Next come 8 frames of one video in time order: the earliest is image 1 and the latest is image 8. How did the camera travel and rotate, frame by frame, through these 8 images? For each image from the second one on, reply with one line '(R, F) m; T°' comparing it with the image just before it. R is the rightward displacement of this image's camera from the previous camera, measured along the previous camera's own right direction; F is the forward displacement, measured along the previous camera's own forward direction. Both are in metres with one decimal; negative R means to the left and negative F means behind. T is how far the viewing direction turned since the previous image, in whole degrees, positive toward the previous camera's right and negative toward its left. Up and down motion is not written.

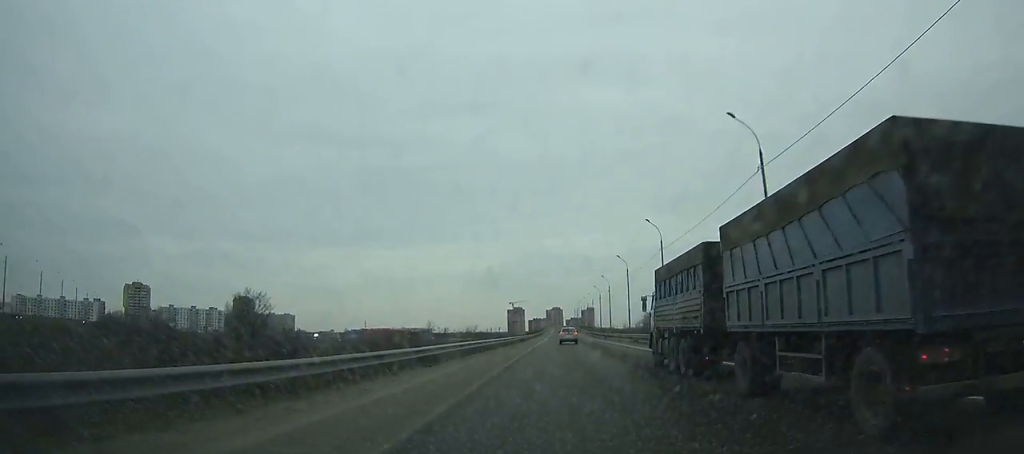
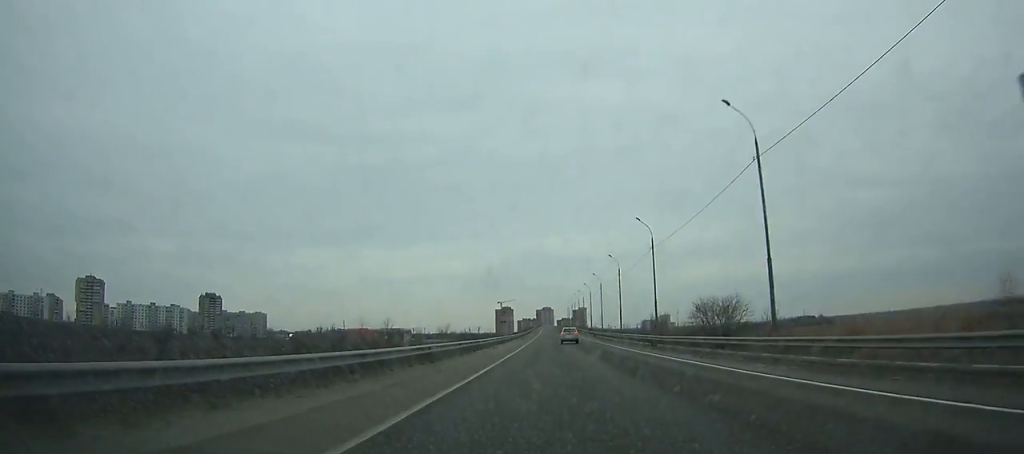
(+0.7, +56.0) m; +1°
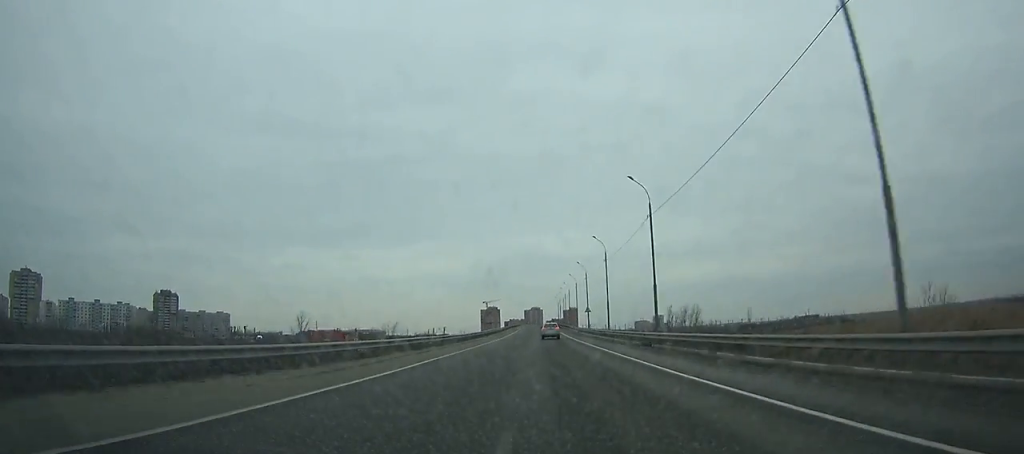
(+0.1, +66.0) m; 0°
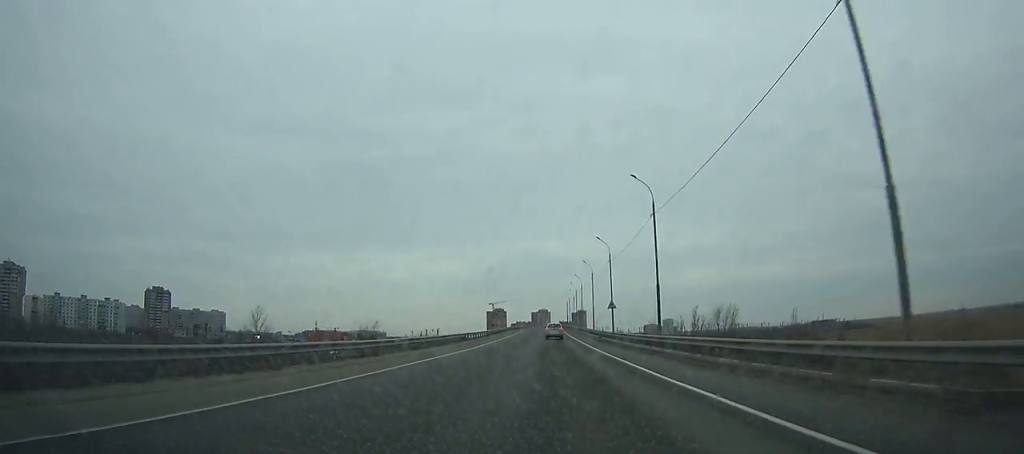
(0.0, +28.1) m; 0°
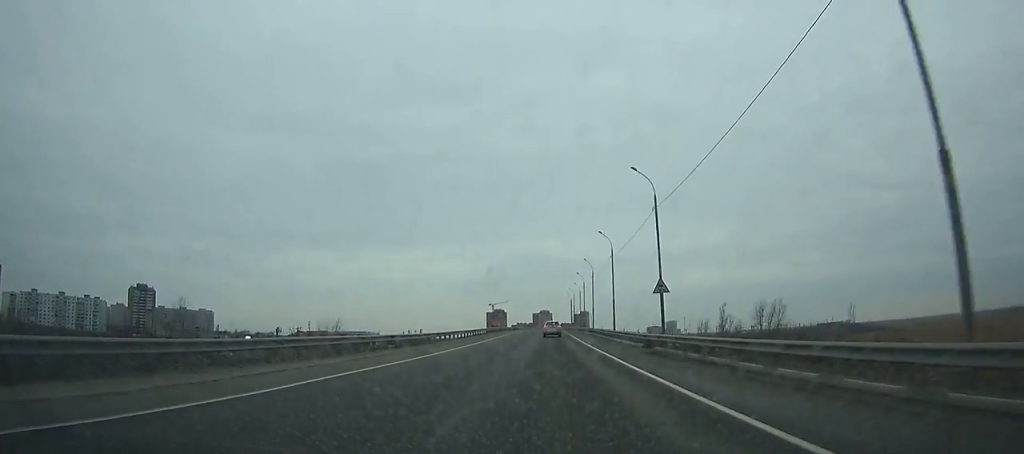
(-0.2, +30.2) m; 0°
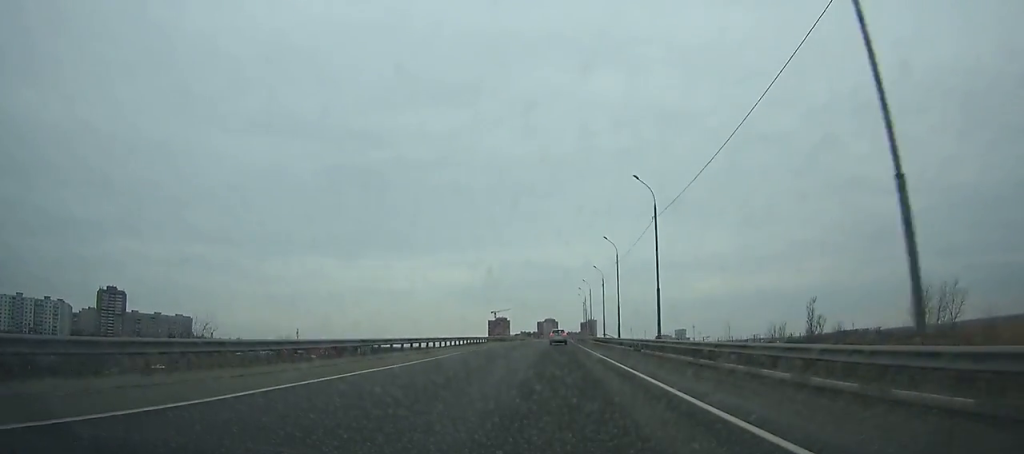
(0.0, +52.6) m; 0°
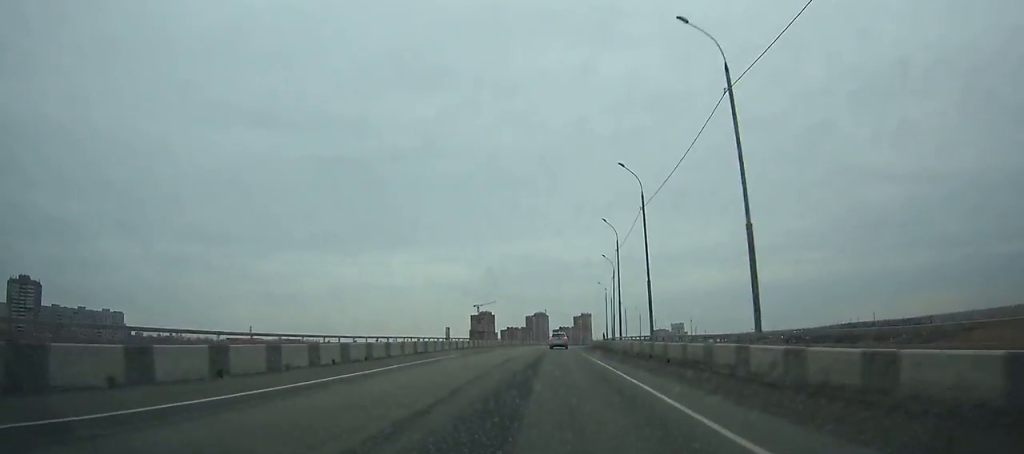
(+0.7, +96.3) m; +2°
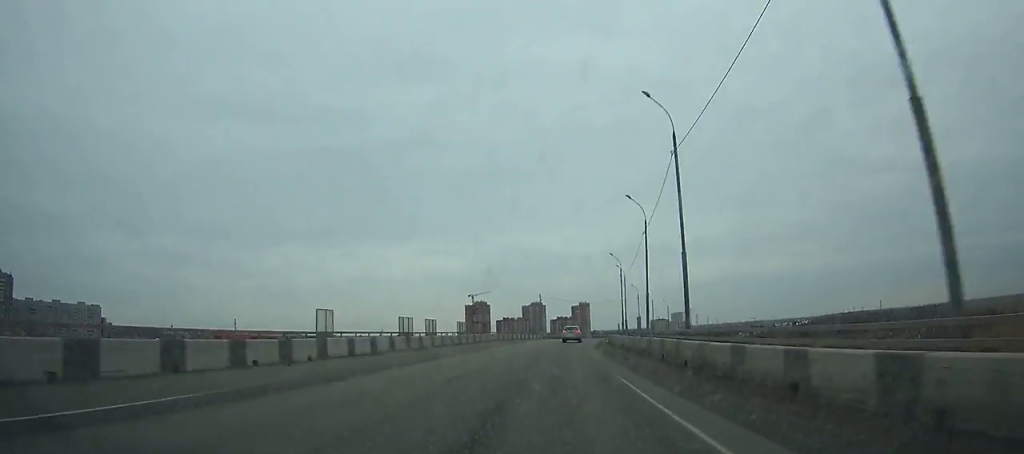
(+0.3, +27.2) m; +2°
